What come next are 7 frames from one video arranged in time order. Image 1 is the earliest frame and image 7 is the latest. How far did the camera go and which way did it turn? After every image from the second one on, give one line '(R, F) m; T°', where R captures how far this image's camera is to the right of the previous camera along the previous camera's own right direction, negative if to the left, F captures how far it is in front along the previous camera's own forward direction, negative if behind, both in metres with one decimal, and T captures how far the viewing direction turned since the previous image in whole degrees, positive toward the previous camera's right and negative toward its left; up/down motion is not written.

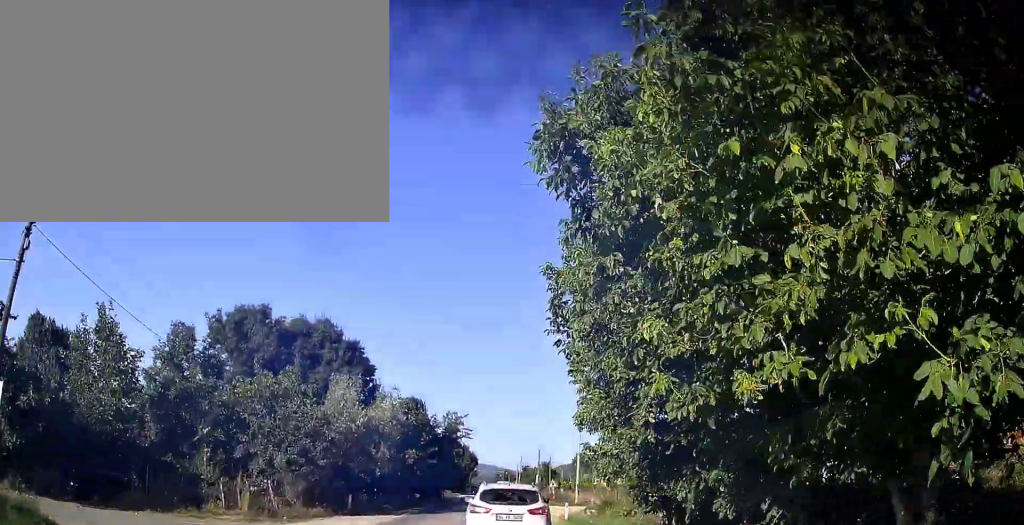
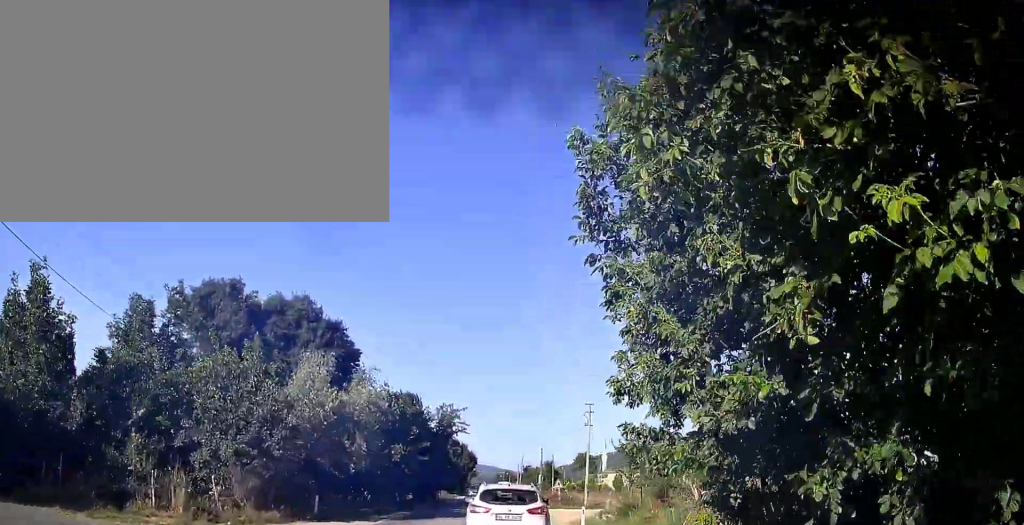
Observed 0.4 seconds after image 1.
(0.0, +5.8) m; 0°
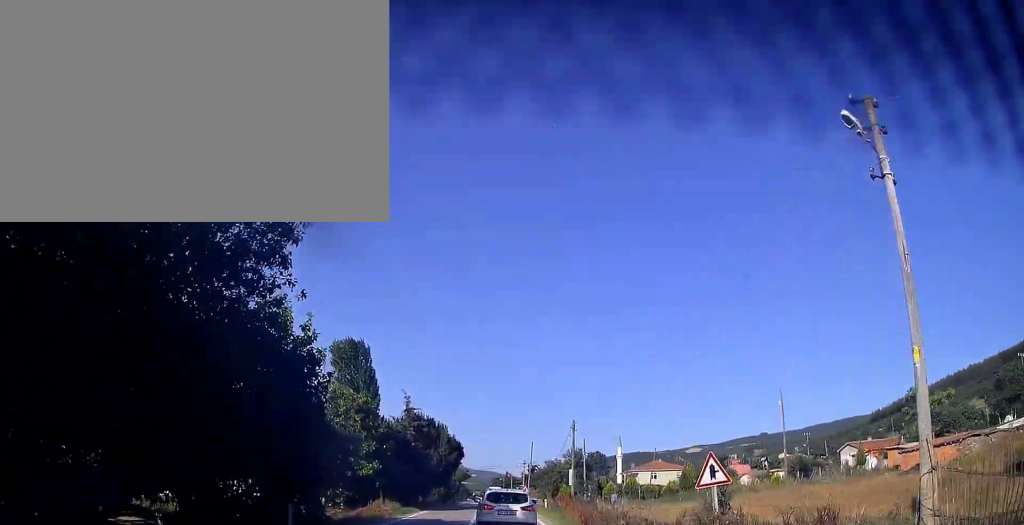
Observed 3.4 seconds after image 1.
(-0.1, +36.4) m; -1°
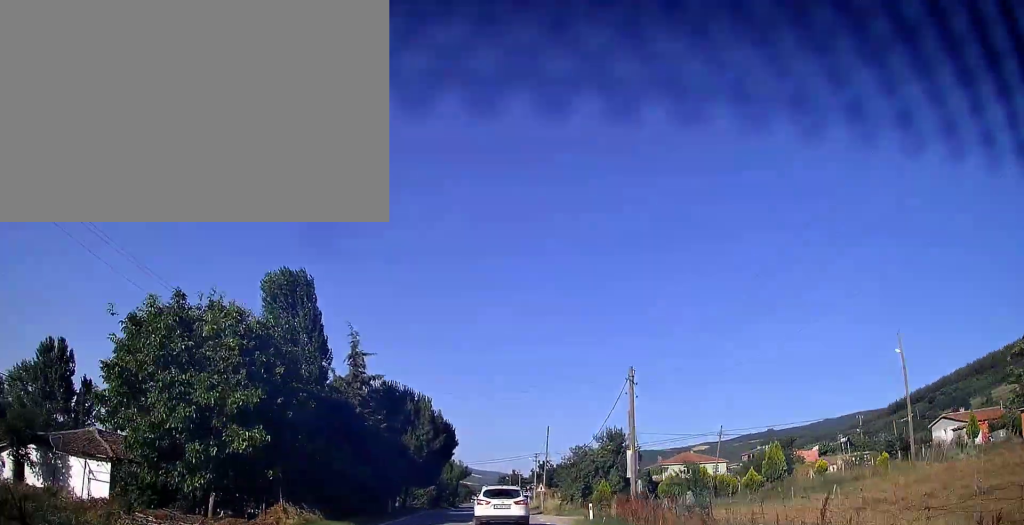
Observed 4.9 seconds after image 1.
(-0.1, +18.2) m; 0°
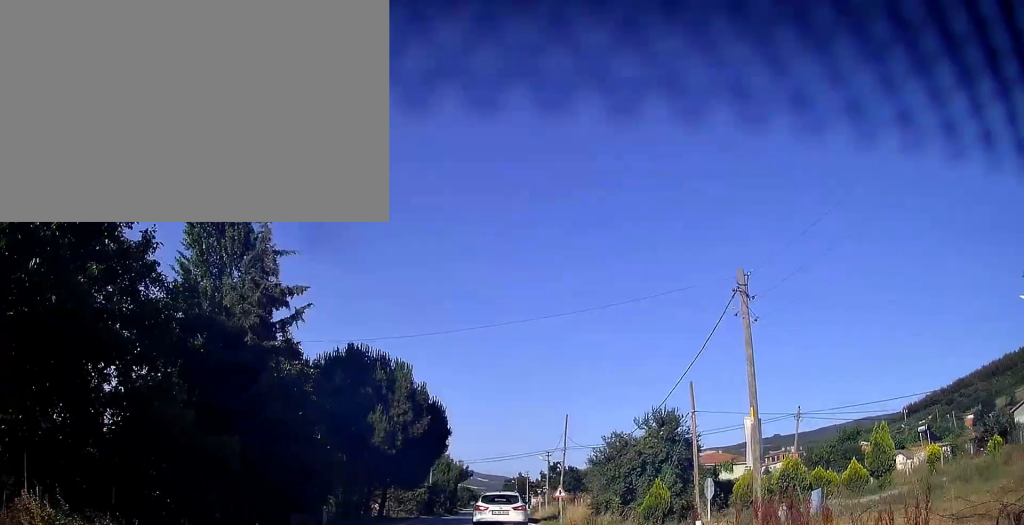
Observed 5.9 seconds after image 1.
(0.0, +11.9) m; 0°
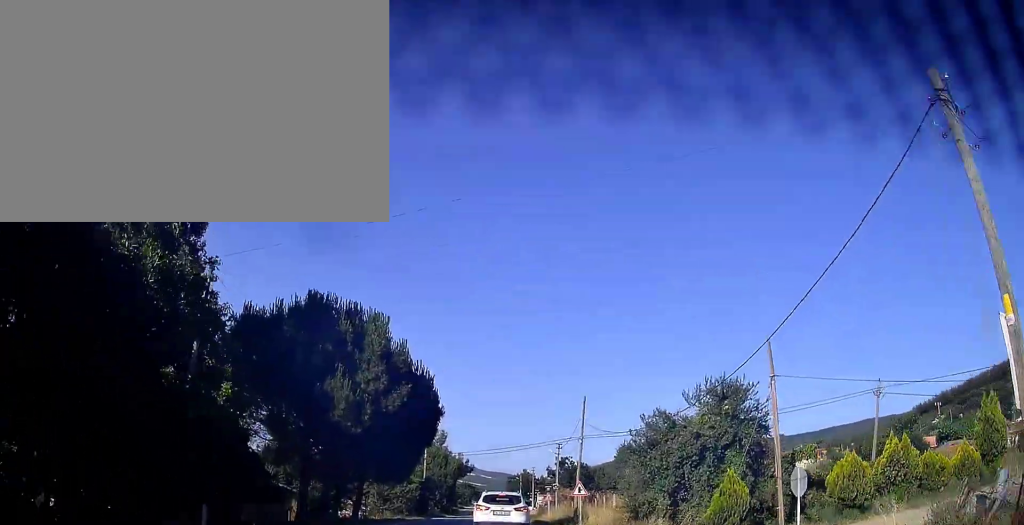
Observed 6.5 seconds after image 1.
(0.0, +7.9) m; 0°
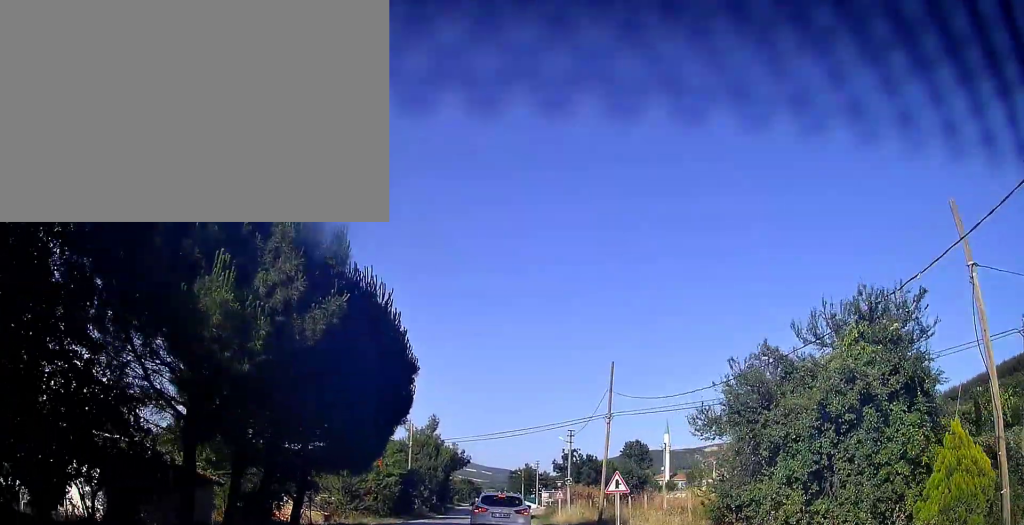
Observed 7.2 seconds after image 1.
(0.0, +9.8) m; 0°
